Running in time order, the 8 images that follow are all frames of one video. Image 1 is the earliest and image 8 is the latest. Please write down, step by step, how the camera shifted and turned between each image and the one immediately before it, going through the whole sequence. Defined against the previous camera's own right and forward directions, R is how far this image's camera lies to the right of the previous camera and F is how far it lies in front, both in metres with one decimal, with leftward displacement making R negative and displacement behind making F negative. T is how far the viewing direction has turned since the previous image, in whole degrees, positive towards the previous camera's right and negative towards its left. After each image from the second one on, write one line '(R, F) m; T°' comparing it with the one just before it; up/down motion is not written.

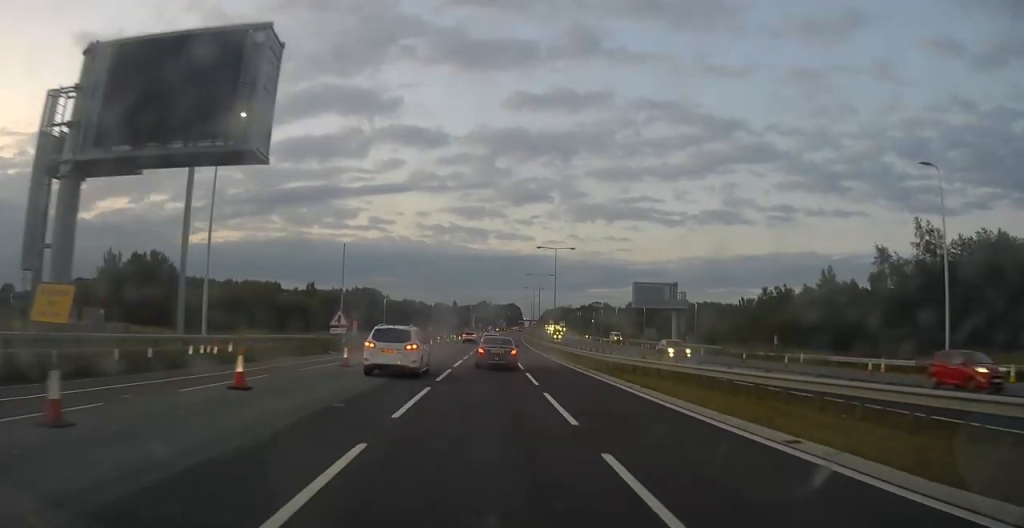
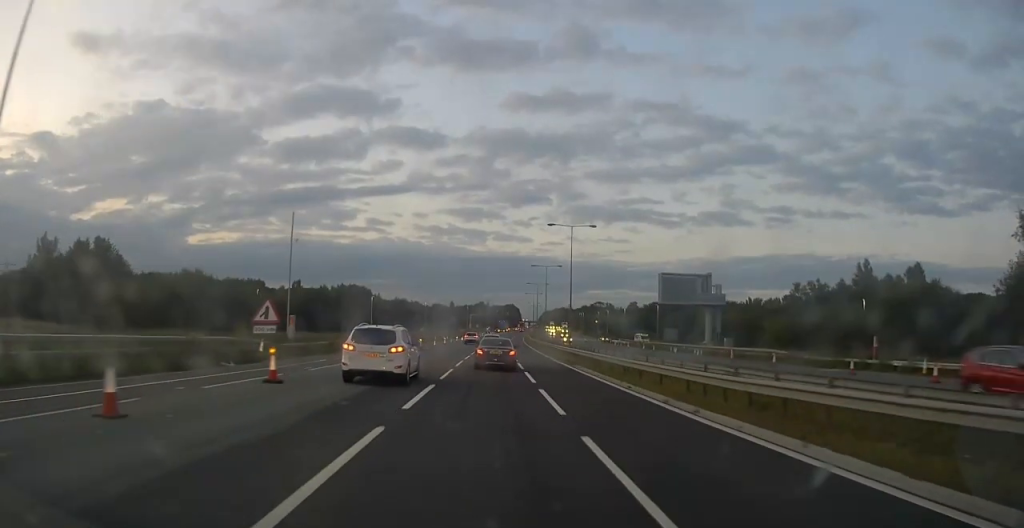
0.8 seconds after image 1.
(+0.1, +16.8) m; 0°
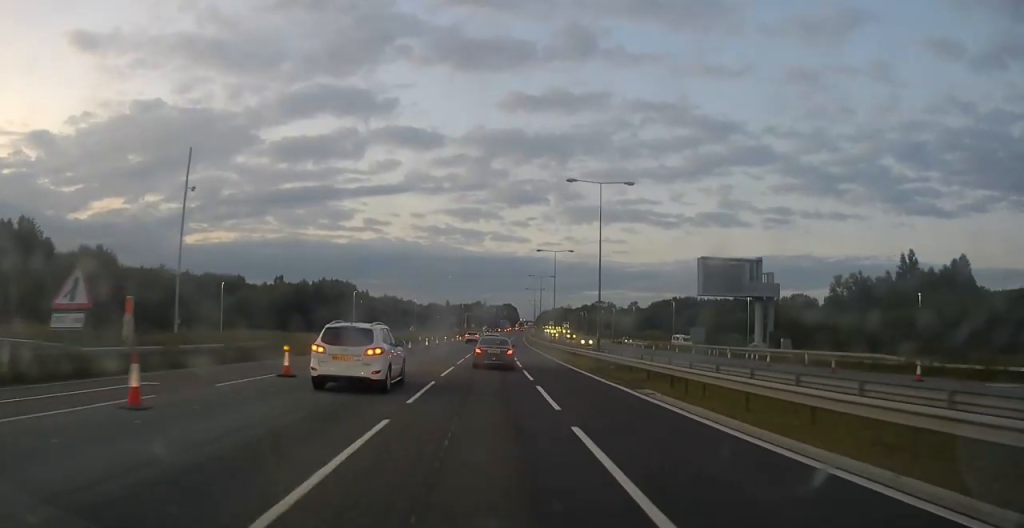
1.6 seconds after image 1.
(0.0, +17.4) m; 0°
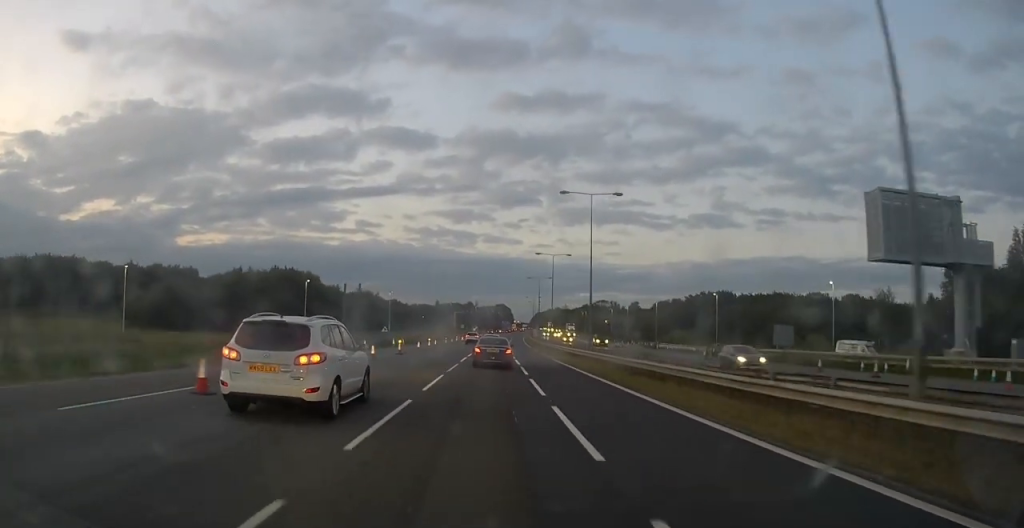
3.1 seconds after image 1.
(+0.1, +32.9) m; 0°
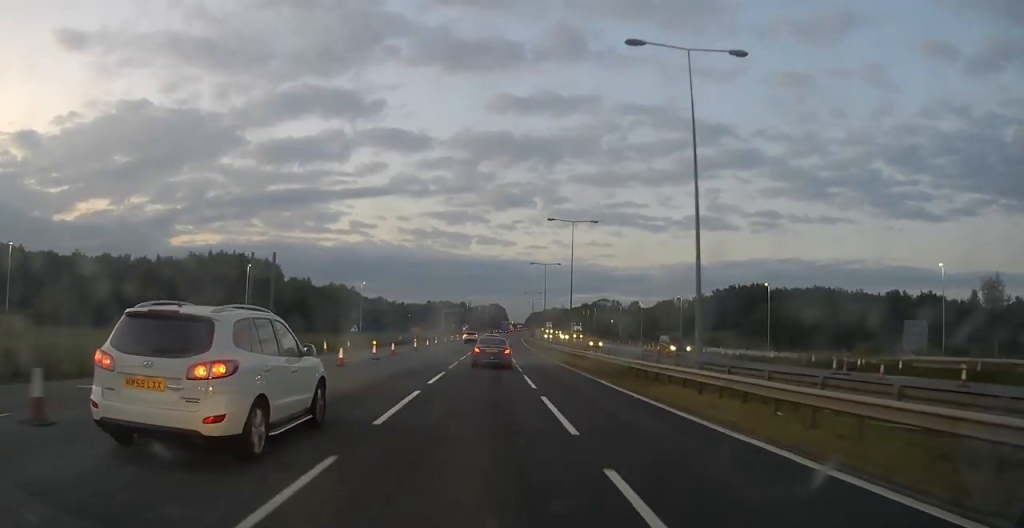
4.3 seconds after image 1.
(+0.1, +24.8) m; +1°
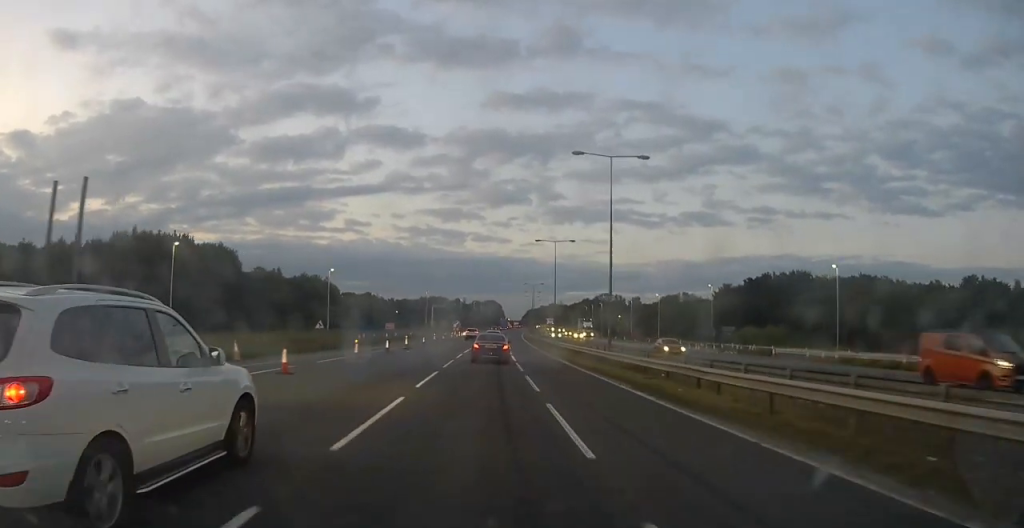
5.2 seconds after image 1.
(+0.2, +20.5) m; +1°
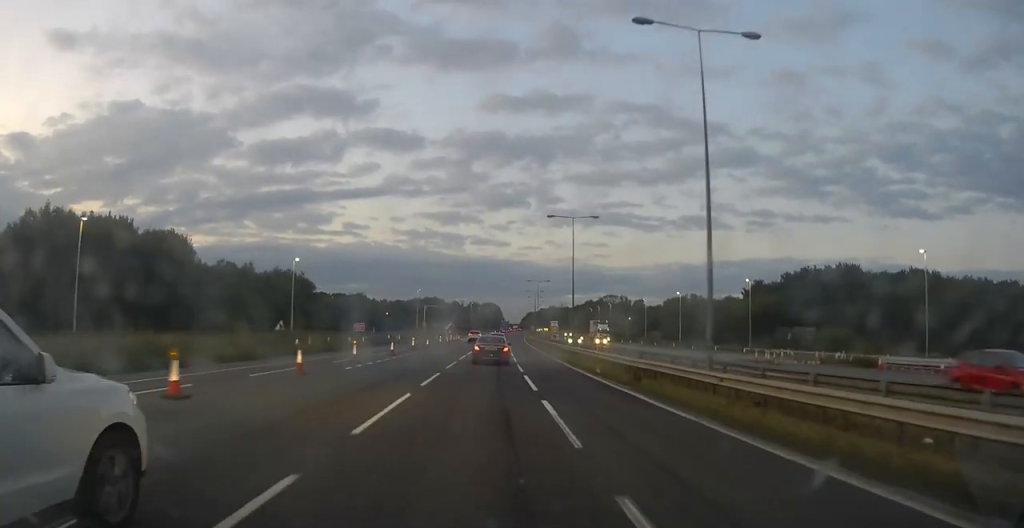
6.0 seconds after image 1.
(0.0, +17.0) m; 0°
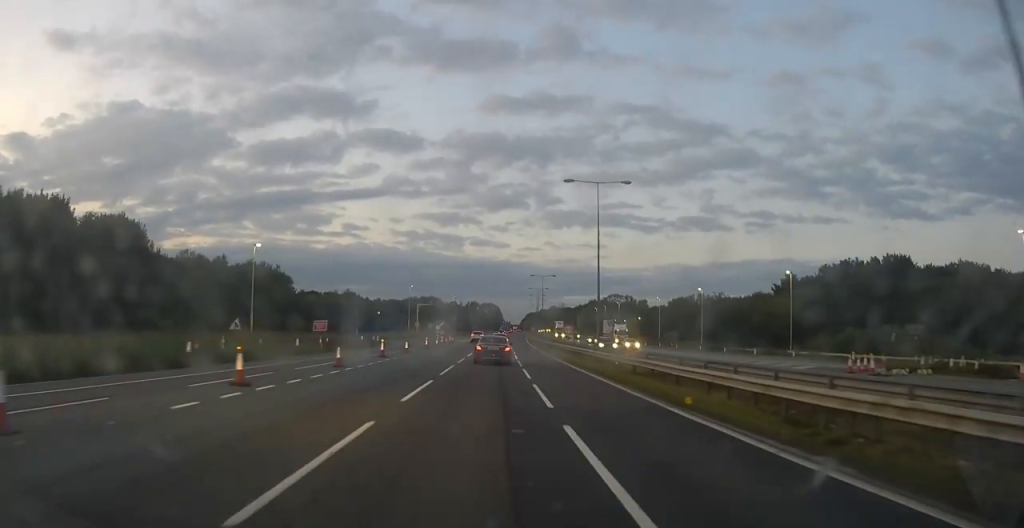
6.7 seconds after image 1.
(0.0, +13.5) m; 0°
